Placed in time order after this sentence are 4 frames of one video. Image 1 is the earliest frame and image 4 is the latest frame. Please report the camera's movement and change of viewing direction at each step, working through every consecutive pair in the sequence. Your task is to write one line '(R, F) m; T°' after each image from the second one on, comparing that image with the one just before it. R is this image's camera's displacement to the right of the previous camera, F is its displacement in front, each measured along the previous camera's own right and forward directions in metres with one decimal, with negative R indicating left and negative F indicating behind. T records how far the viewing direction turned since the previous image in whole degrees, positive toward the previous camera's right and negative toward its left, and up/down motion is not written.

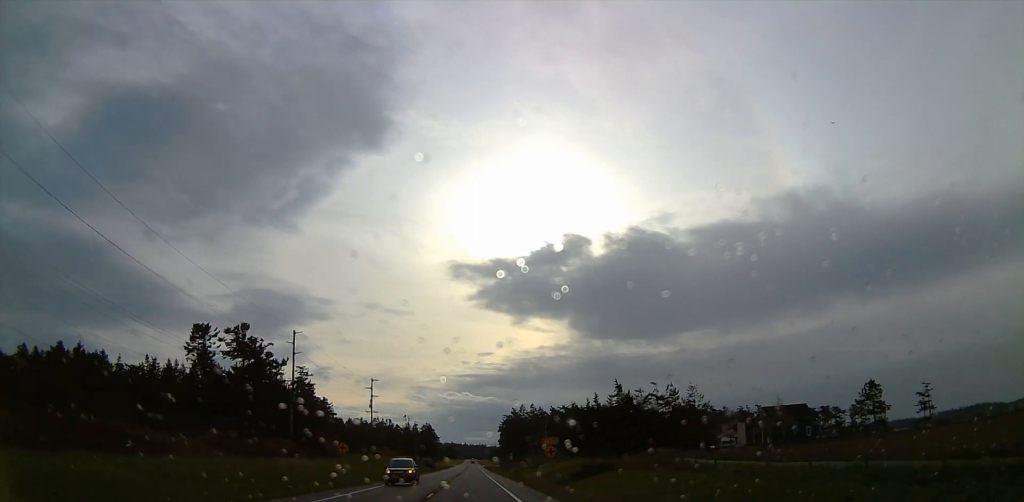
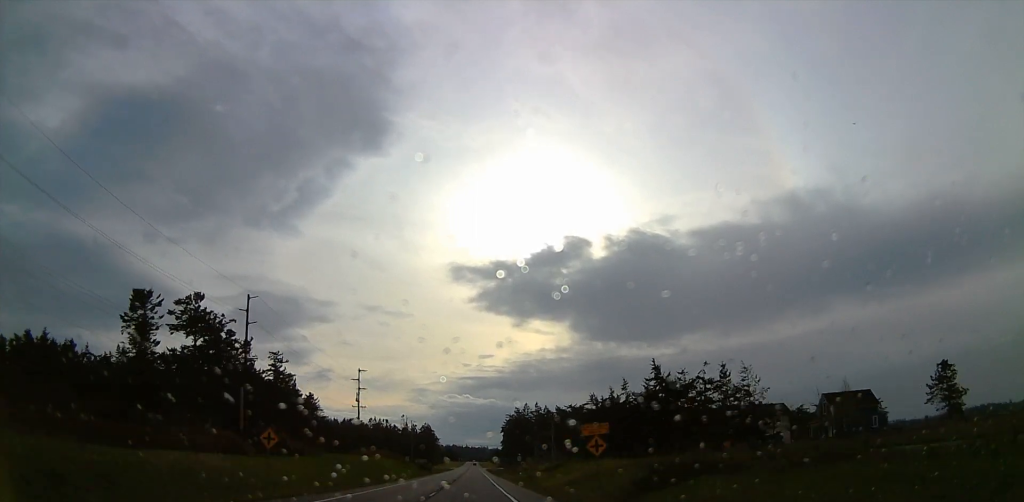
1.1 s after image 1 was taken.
(0.0, +20.7) m; 0°
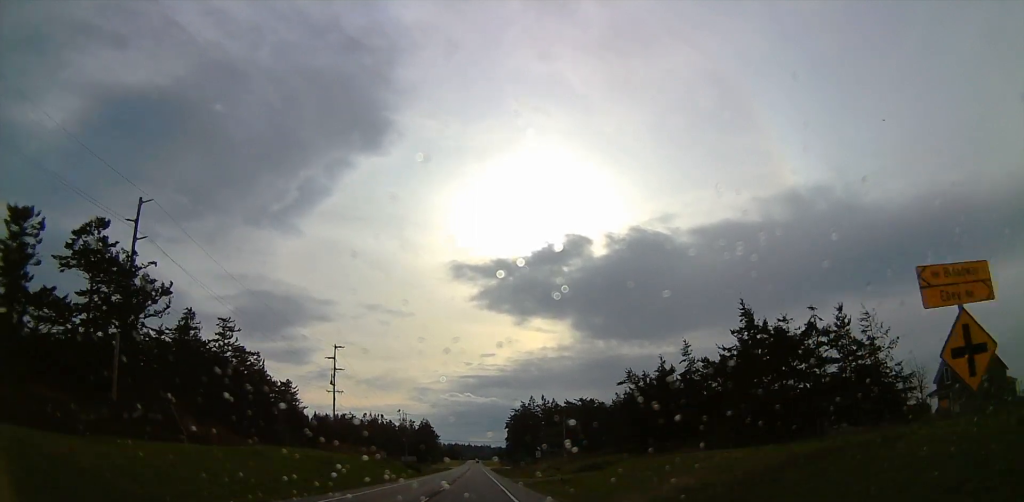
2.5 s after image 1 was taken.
(0.0, +30.2) m; 0°
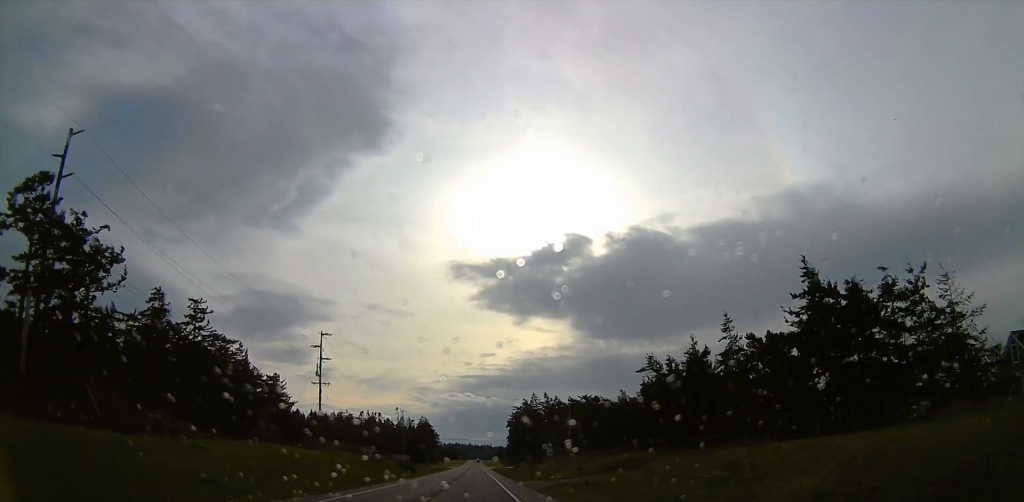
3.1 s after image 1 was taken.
(0.0, +12.3) m; 0°
